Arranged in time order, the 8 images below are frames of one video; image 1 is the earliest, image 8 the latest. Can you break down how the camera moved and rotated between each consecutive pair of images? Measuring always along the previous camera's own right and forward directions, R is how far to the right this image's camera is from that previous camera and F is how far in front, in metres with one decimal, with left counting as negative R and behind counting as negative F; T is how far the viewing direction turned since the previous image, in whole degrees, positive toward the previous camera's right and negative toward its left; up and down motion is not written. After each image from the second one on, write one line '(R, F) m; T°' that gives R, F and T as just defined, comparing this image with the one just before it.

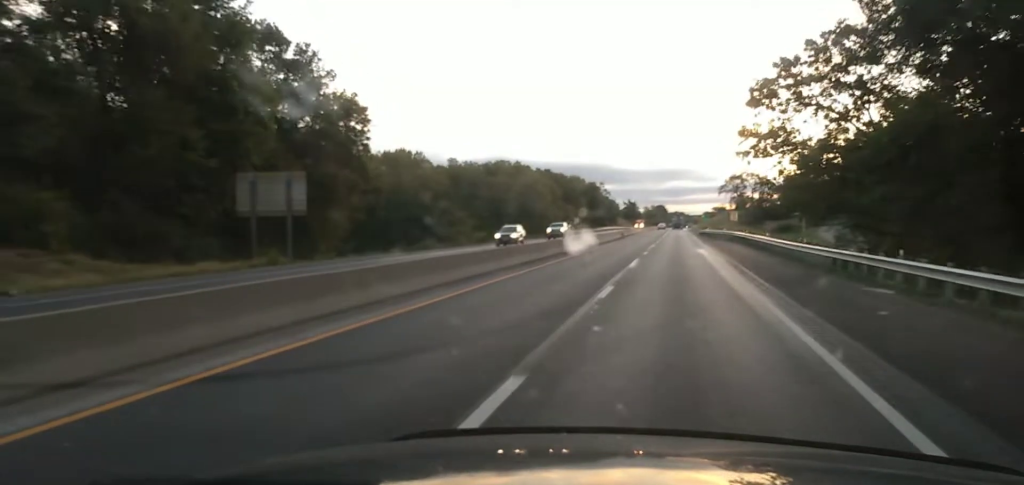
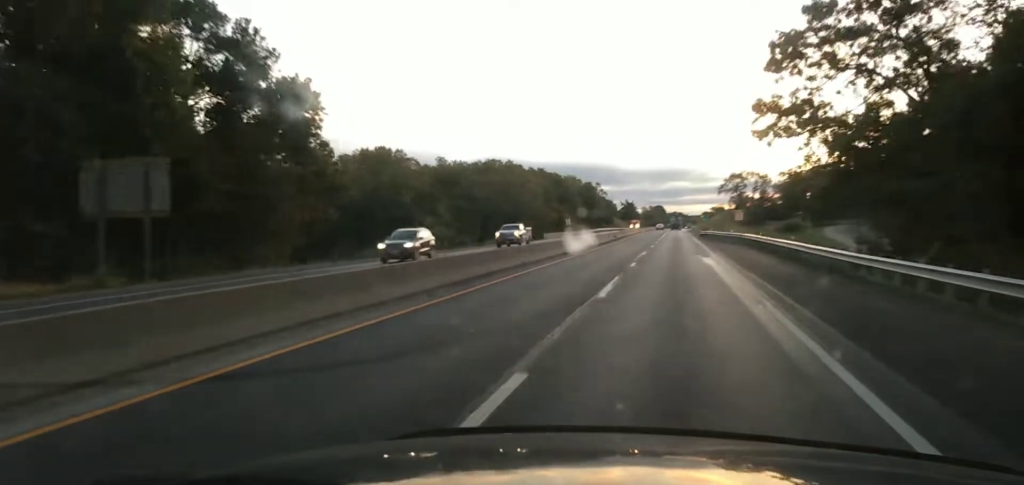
(-0.1, +13.5) m; 0°
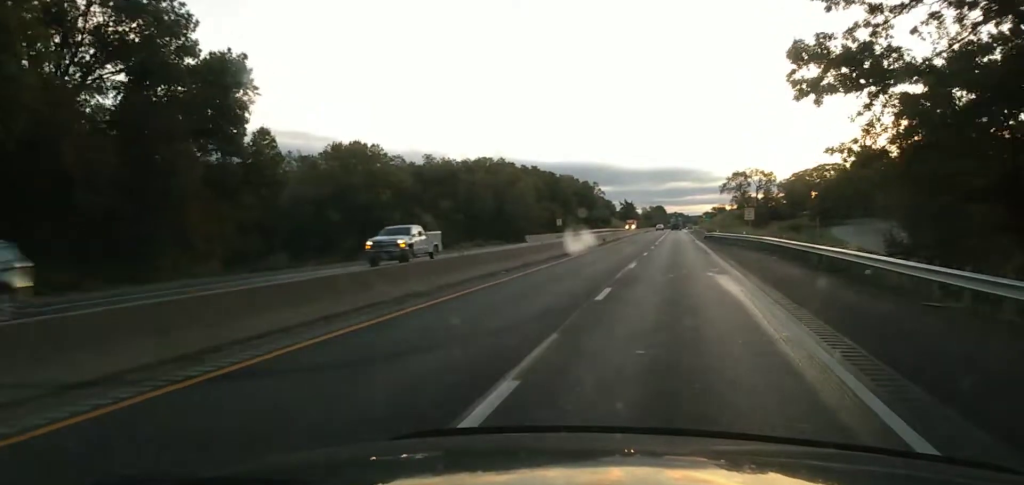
(+0.1, +13.0) m; 0°
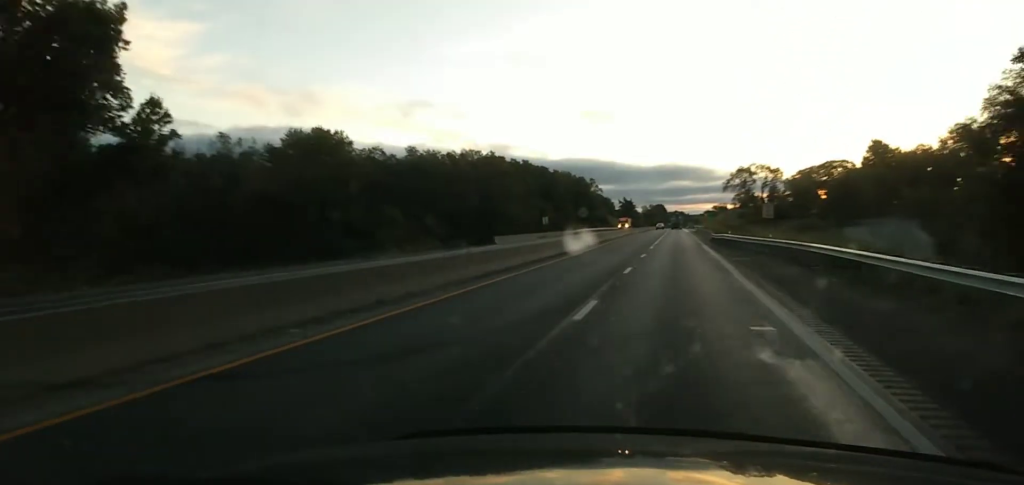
(+0.2, +15.4) m; 0°
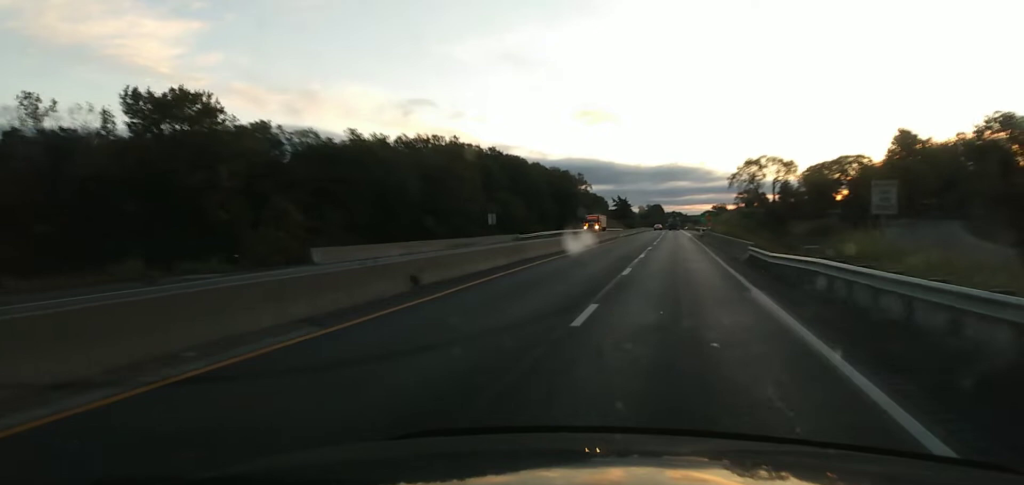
(+0.3, +37.1) m; +1°
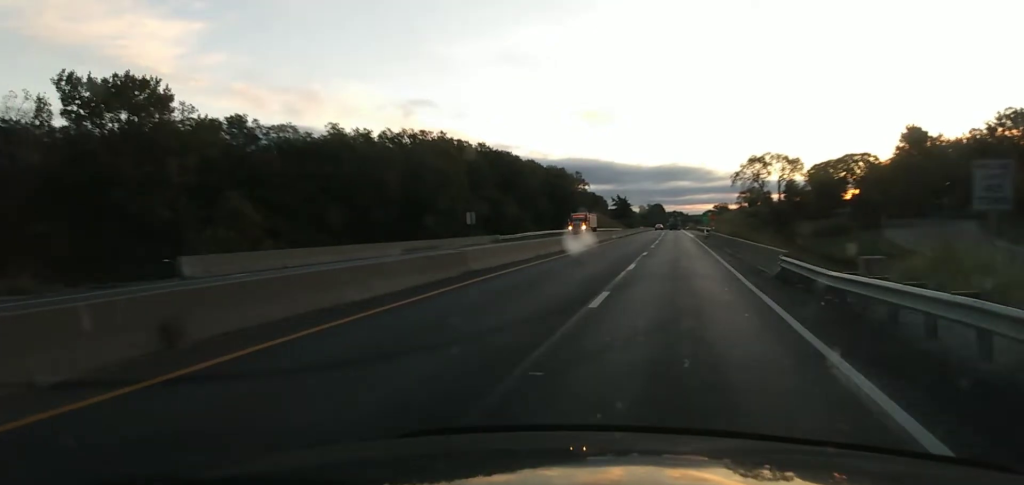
(+0.3, +10.2) m; 0°
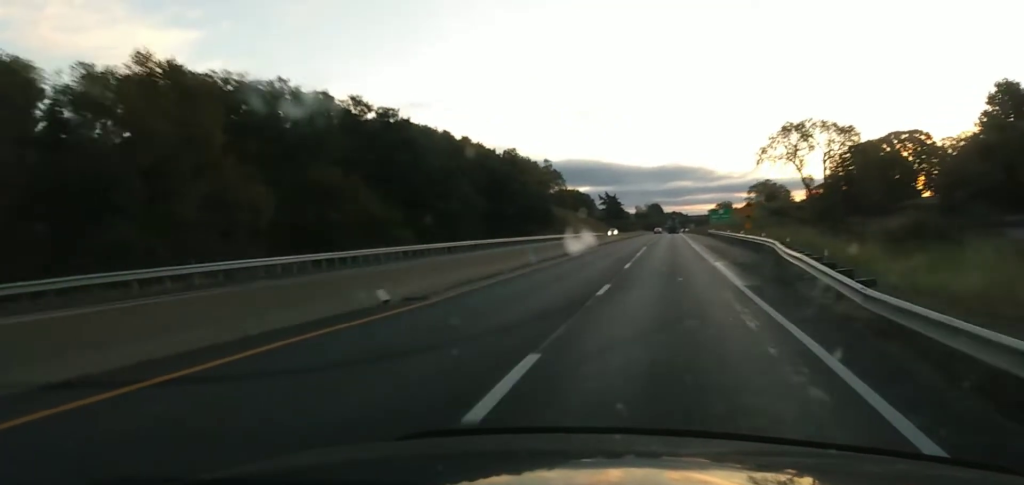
(-1.4, +69.7) m; -1°
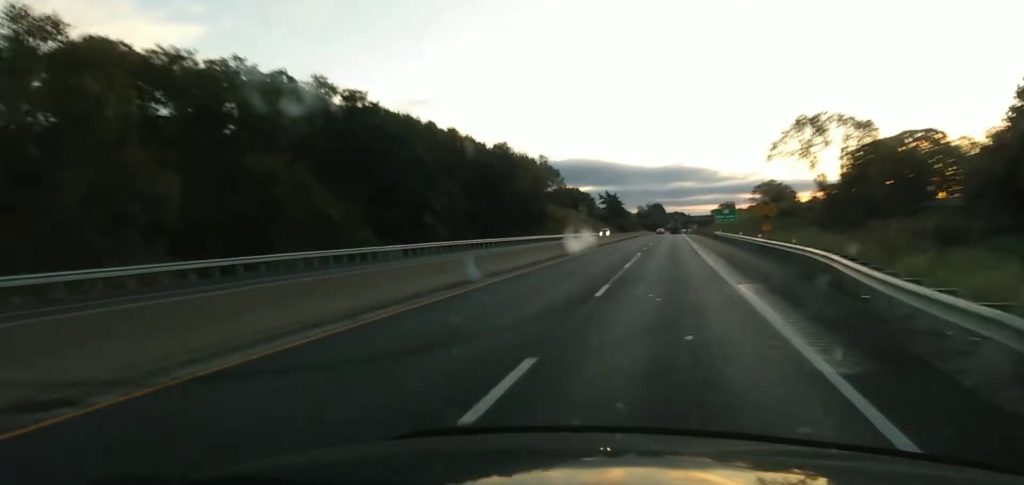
(0.0, +10.7) m; 0°
